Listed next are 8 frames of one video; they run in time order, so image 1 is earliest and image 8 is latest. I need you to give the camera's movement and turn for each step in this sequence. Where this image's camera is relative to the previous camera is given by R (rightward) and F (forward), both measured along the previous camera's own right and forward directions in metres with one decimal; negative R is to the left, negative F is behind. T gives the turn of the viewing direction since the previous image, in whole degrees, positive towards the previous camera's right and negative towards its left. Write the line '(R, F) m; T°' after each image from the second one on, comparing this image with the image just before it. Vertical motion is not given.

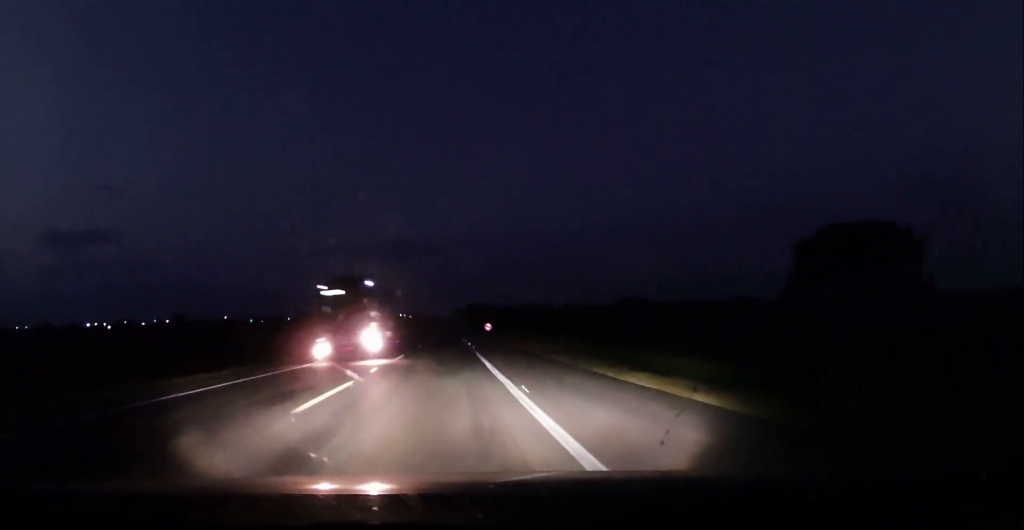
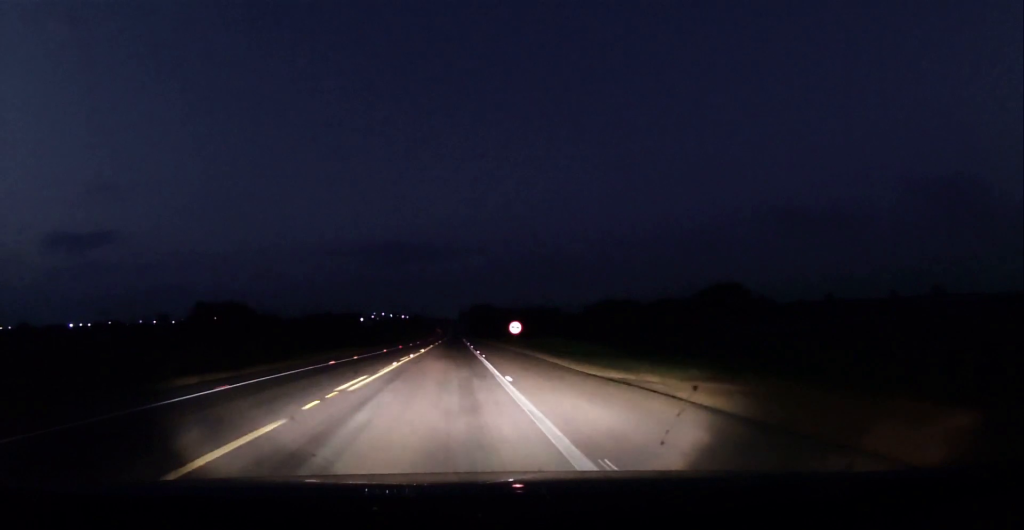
(0.0, +36.3) m; 0°
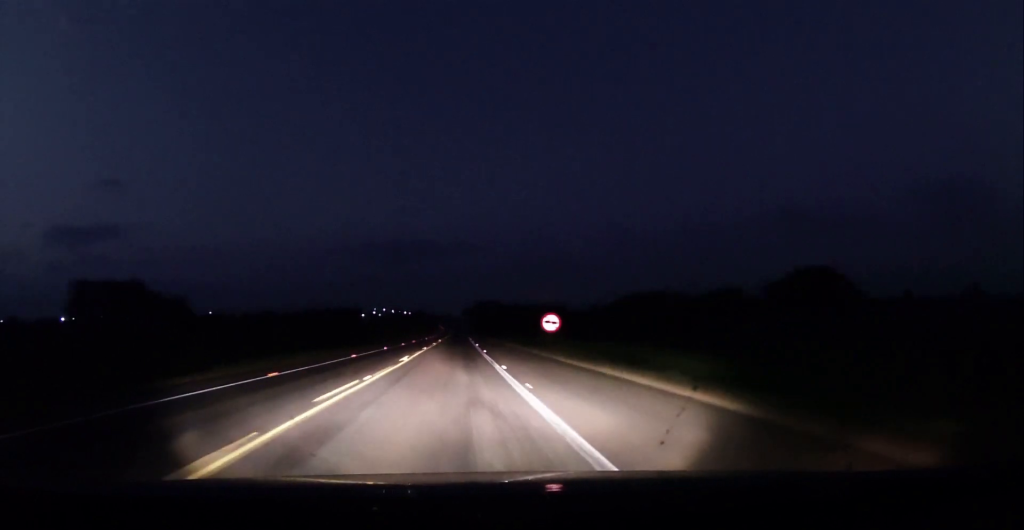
(0.0, +18.7) m; 0°
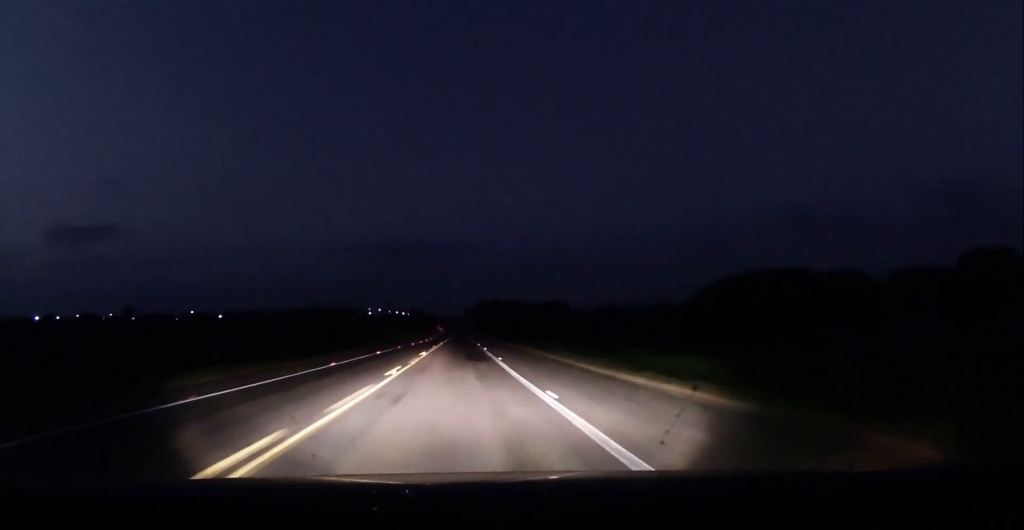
(-0.2, +39.7) m; -1°
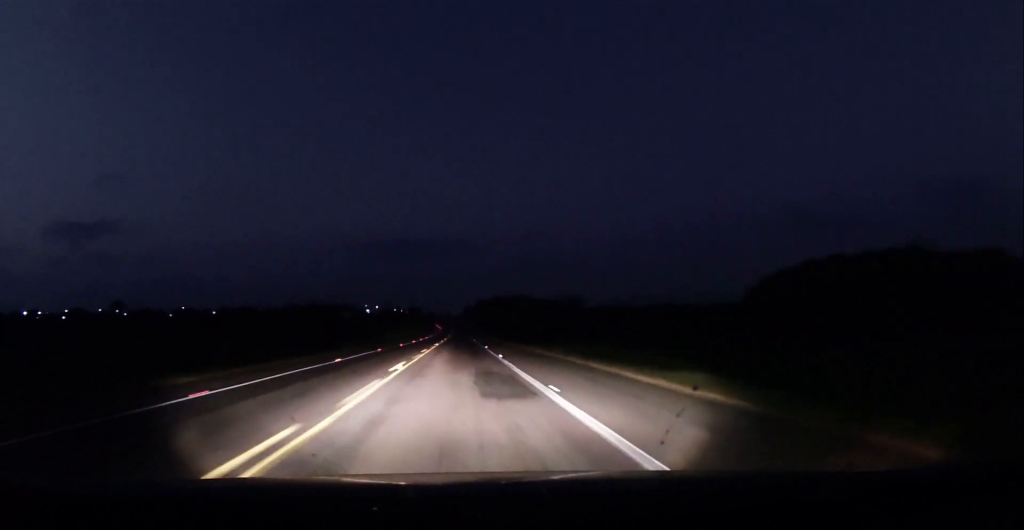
(-0.2, +15.5) m; 0°
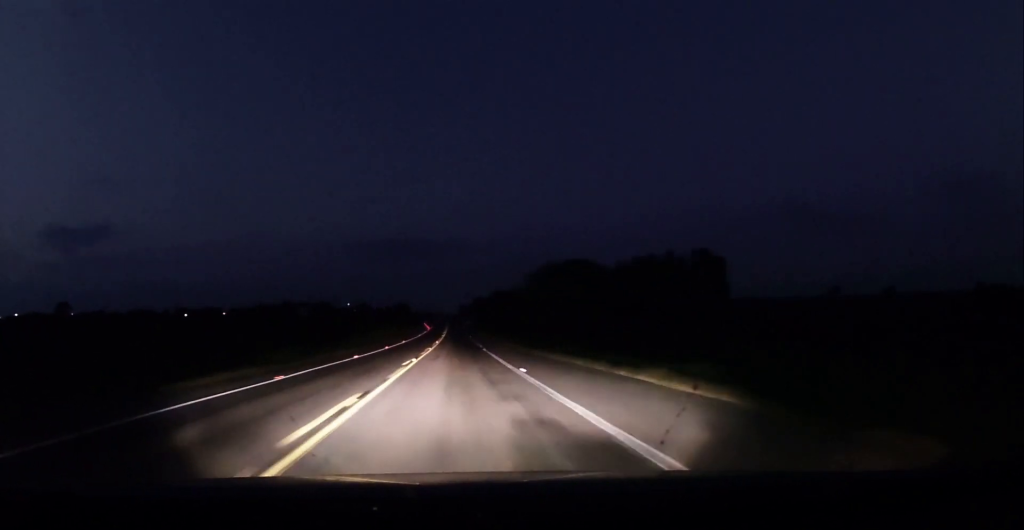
(+0.9, +59.0) m; +1°
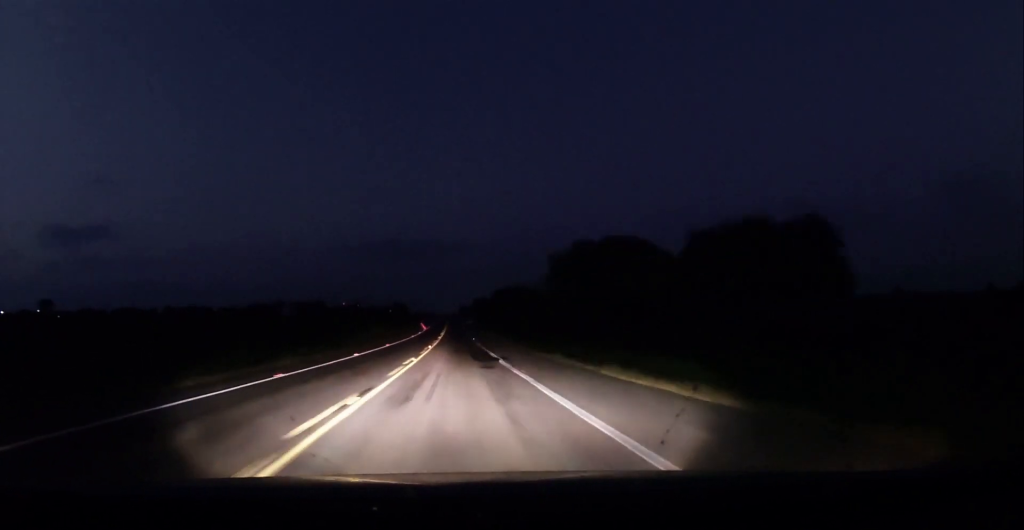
(+0.2, +15.7) m; 0°
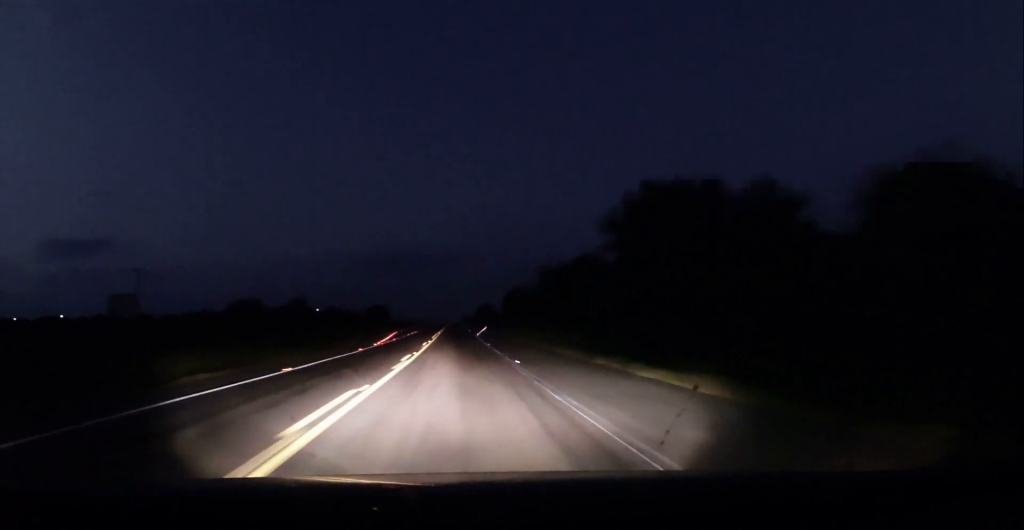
(-0.1, +79.0) m; 0°
